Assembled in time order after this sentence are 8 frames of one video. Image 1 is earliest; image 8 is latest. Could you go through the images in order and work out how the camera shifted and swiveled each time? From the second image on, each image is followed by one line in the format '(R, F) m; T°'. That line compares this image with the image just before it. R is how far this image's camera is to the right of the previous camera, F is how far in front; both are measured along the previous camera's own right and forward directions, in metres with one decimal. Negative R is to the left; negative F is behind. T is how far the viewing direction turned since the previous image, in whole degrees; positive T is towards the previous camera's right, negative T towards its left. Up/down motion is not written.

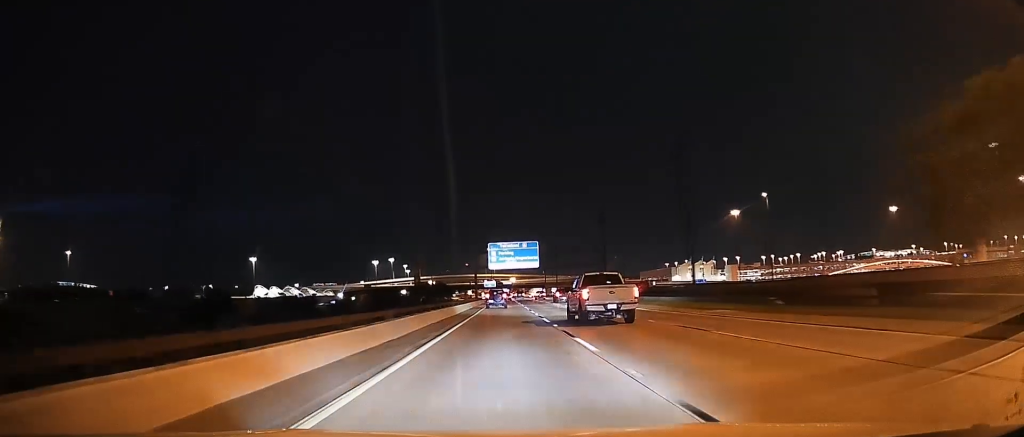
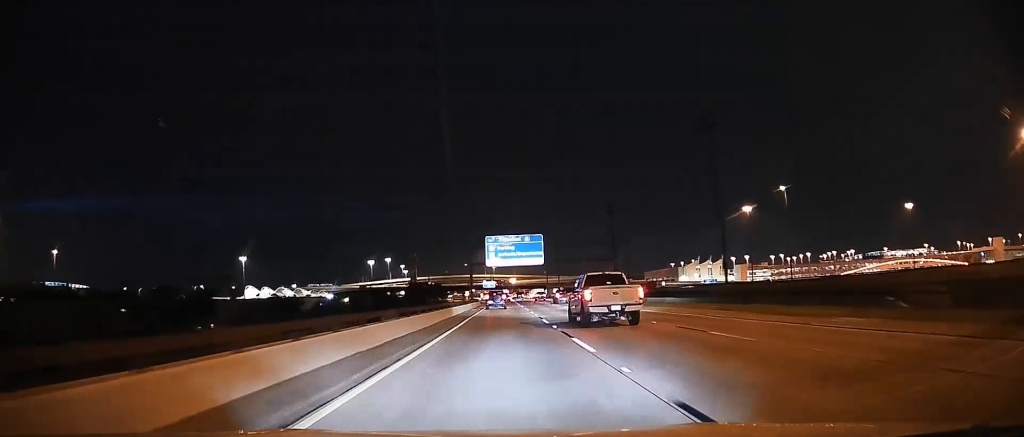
(0.0, +11.9) m; 0°
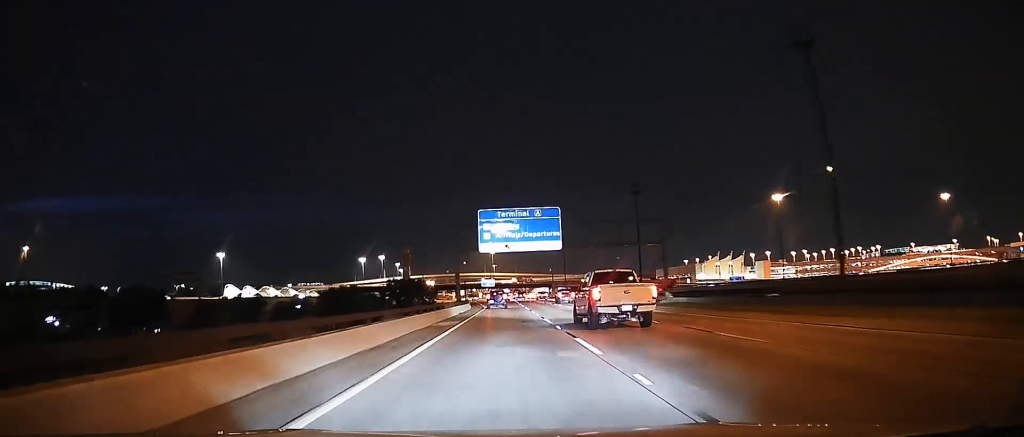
(0.0, +25.4) m; 0°
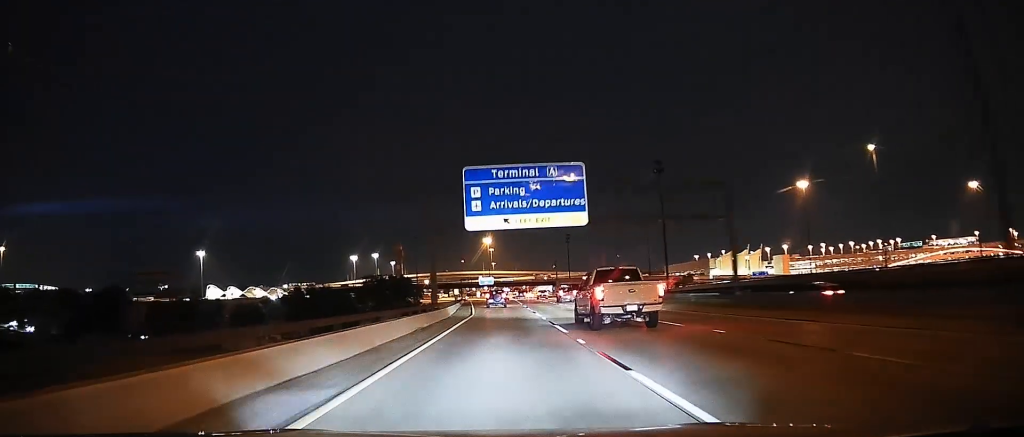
(0.0, +18.4) m; 0°
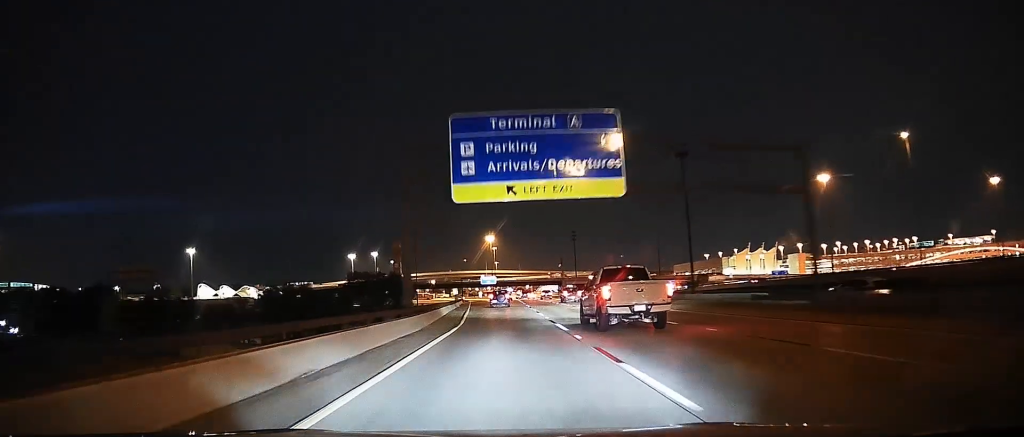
(0.0, +11.3) m; 0°
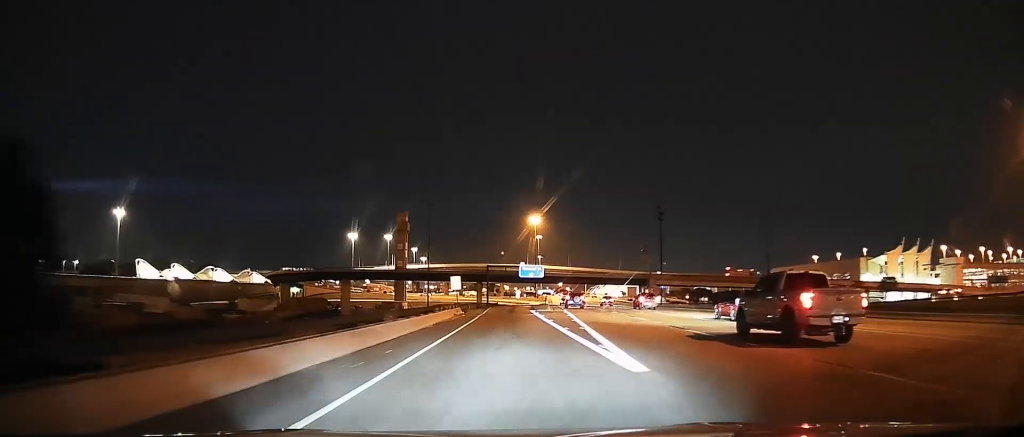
(-1.1, +75.9) m; -3°
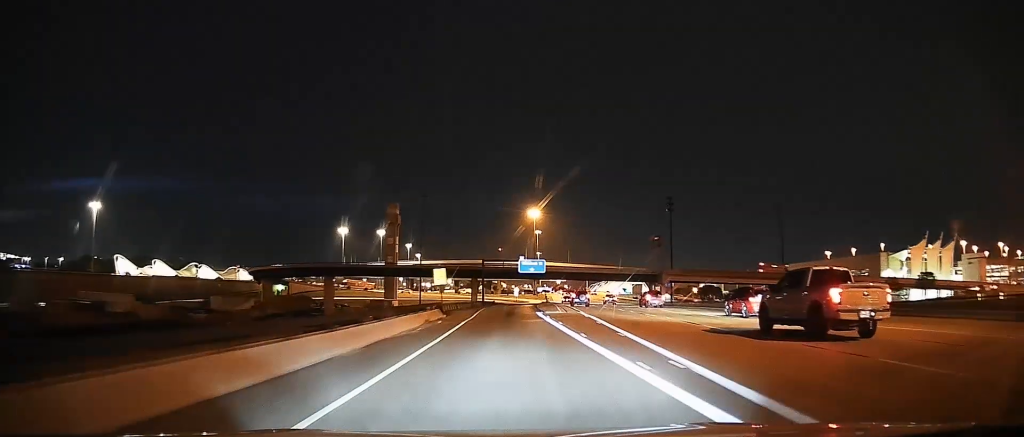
(-0.1, +11.7) m; 0°
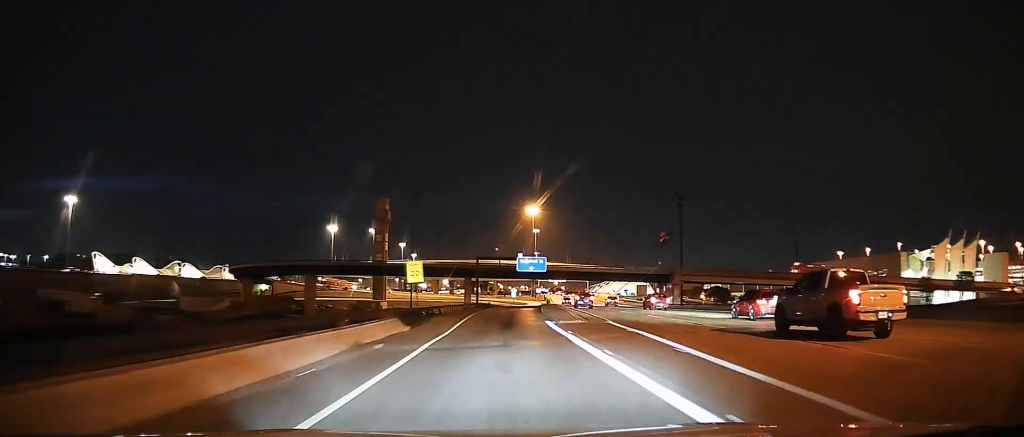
(0.0, +10.8) m; 0°
